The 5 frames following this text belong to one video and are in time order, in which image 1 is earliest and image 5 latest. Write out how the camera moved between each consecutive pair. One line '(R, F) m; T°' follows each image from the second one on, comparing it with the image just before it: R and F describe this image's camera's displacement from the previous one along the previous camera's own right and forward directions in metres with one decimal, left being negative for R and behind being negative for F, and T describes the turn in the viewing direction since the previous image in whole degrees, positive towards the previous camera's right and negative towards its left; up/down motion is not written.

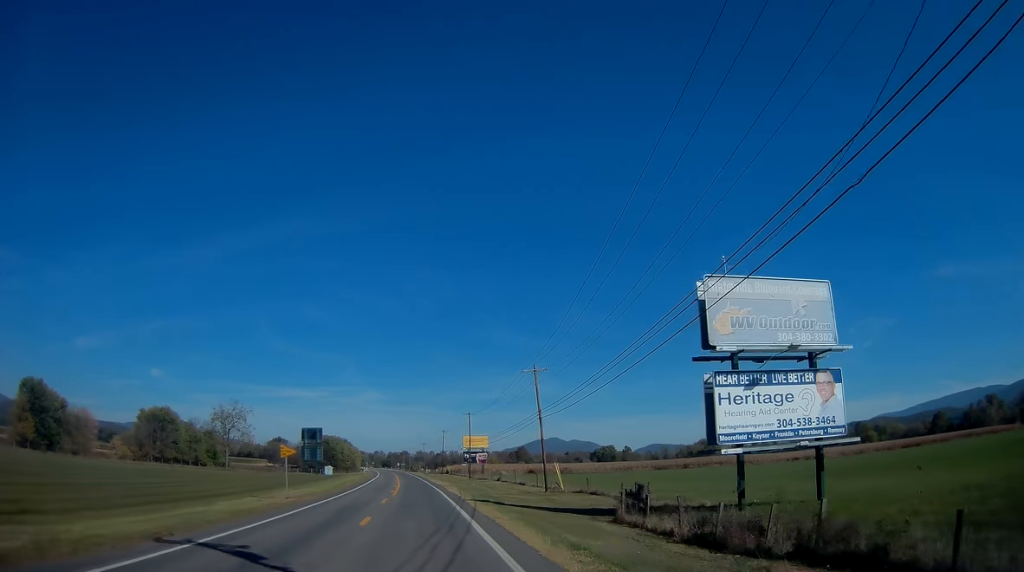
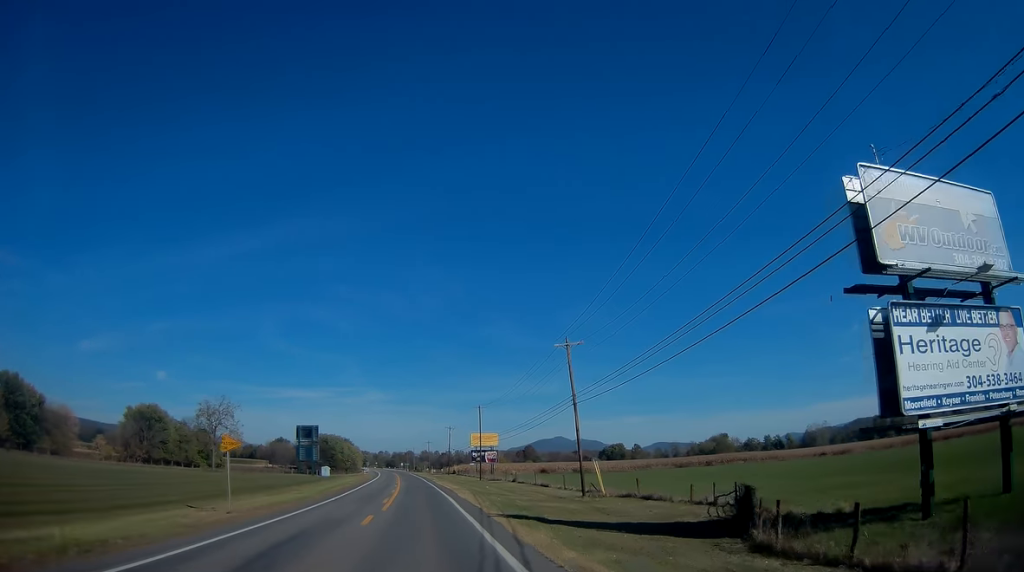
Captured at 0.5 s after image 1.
(-0.1, +11.8) m; 0°
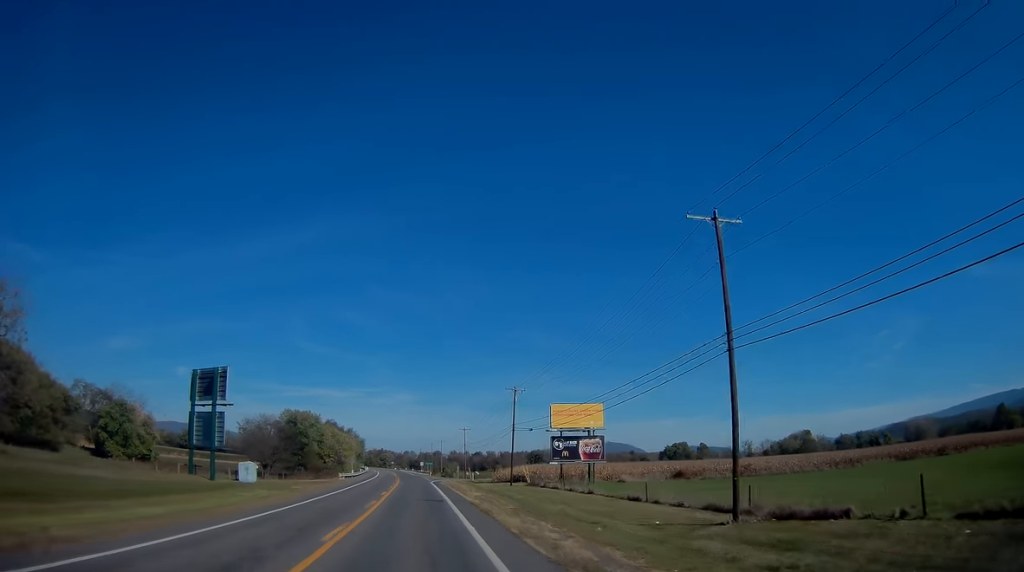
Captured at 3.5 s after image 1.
(-1.6, +77.8) m; -2°
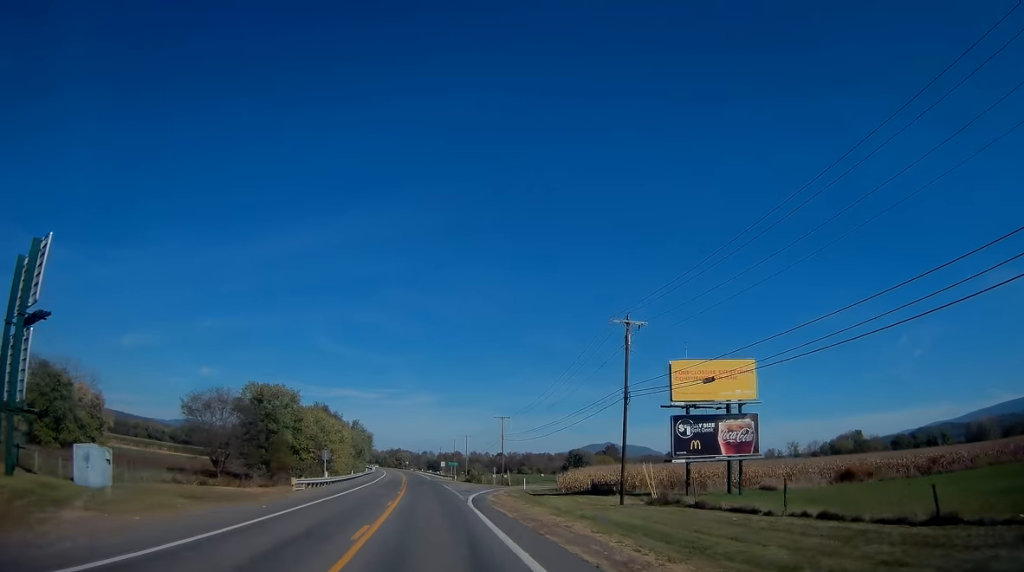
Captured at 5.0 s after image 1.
(-0.6, +36.3) m; -2°
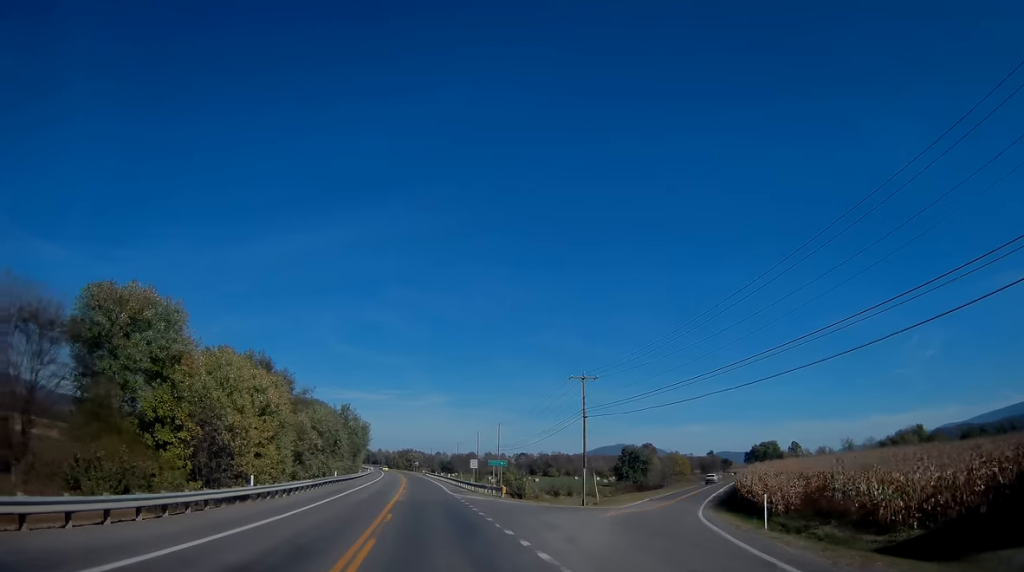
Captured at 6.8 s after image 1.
(-0.6, +45.7) m; -1°
